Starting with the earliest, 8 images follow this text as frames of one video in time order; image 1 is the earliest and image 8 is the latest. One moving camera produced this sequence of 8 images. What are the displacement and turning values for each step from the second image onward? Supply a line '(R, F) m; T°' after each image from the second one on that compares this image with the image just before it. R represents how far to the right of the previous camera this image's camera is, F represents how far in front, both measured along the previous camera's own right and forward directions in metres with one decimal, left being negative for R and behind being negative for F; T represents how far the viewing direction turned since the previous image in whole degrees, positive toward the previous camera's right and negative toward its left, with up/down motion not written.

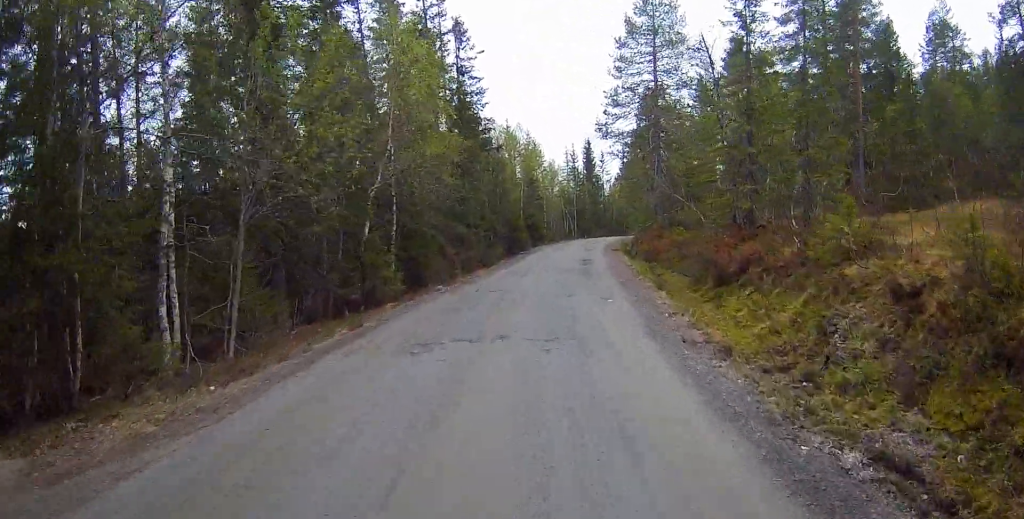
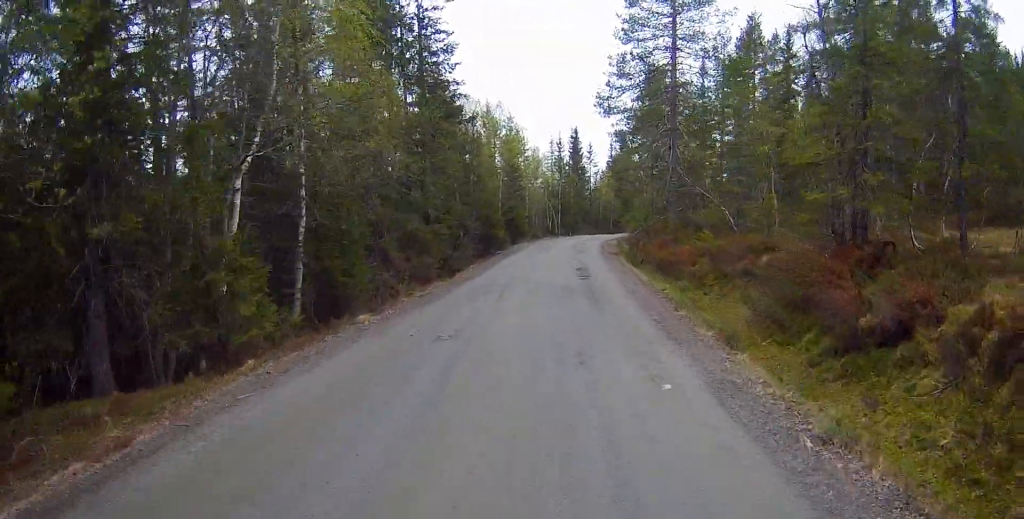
(0.0, +7.8) m; 0°
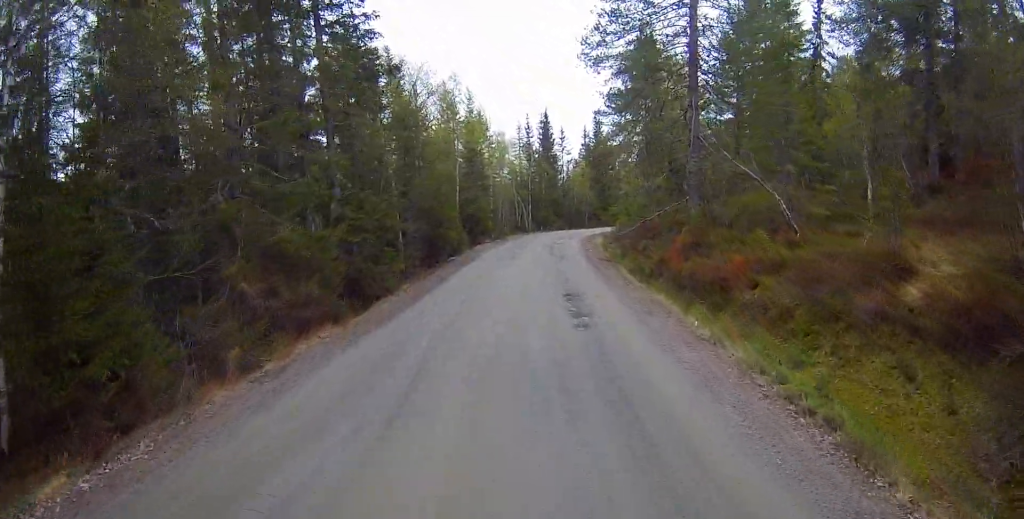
(0.0, +8.9) m; 0°
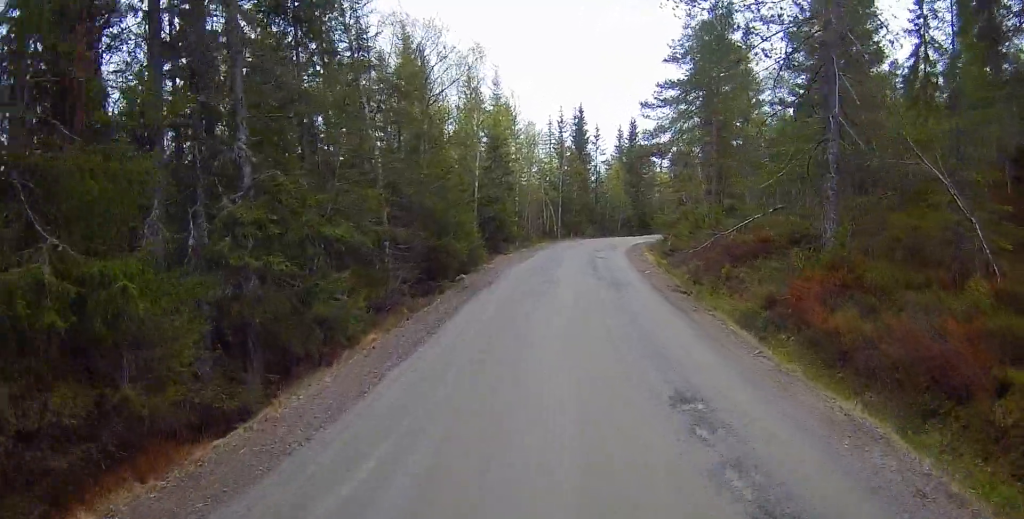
(+0.1, +8.0) m; 0°
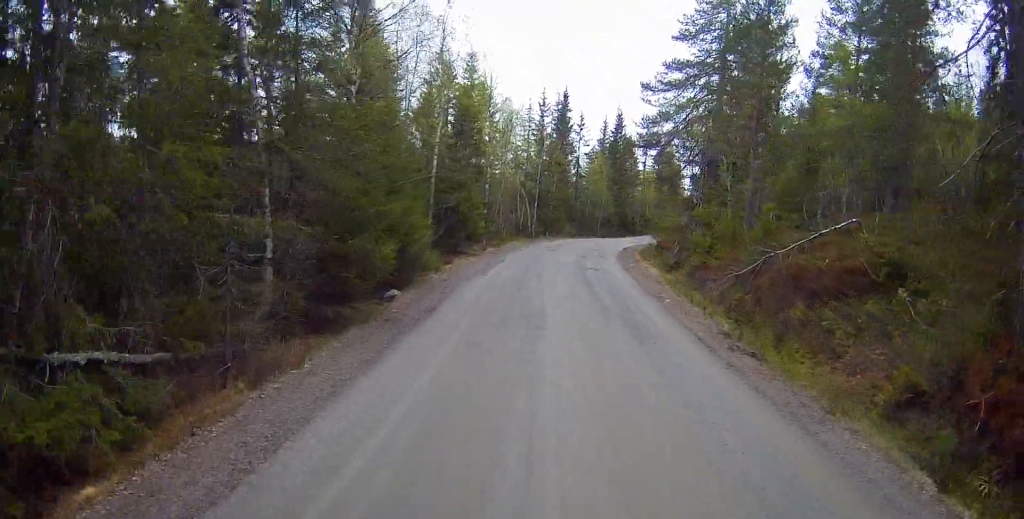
(0.0, +7.2) m; +3°
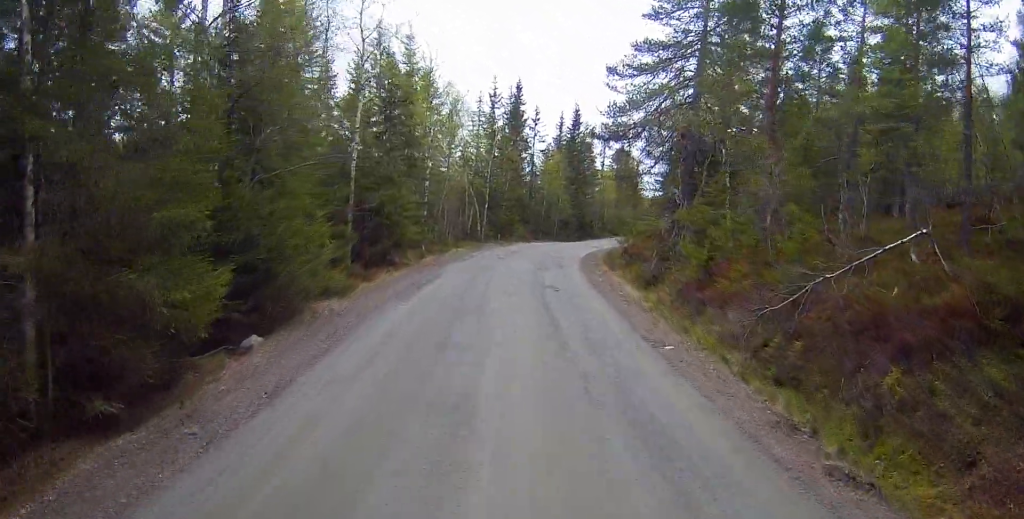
(+0.2, +5.2) m; +2°
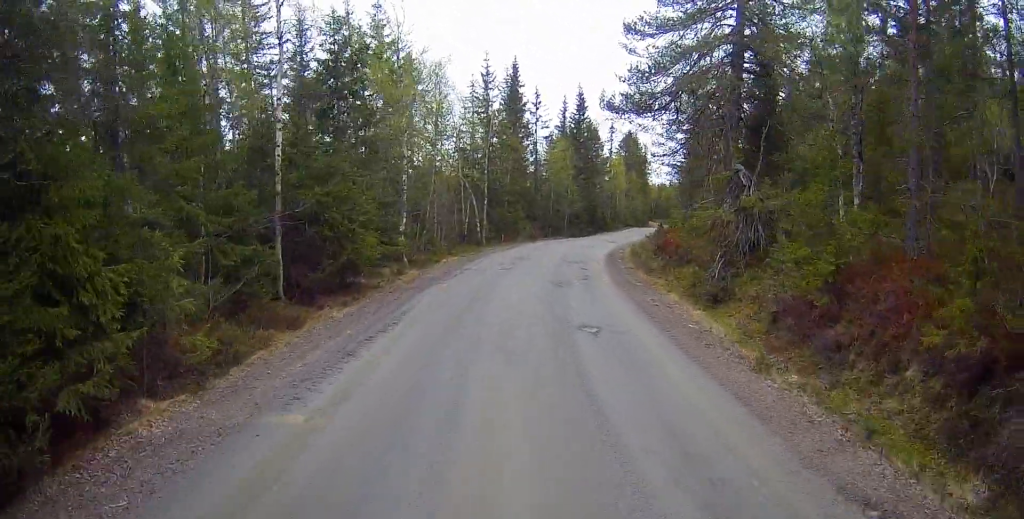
(+0.2, +6.8) m; +1°
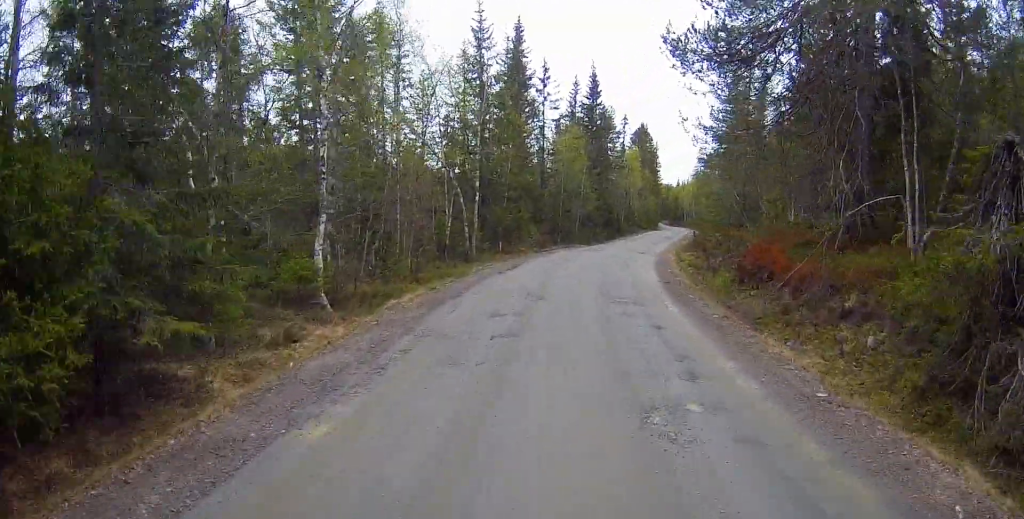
(-0.3, +11.4) m; 0°
